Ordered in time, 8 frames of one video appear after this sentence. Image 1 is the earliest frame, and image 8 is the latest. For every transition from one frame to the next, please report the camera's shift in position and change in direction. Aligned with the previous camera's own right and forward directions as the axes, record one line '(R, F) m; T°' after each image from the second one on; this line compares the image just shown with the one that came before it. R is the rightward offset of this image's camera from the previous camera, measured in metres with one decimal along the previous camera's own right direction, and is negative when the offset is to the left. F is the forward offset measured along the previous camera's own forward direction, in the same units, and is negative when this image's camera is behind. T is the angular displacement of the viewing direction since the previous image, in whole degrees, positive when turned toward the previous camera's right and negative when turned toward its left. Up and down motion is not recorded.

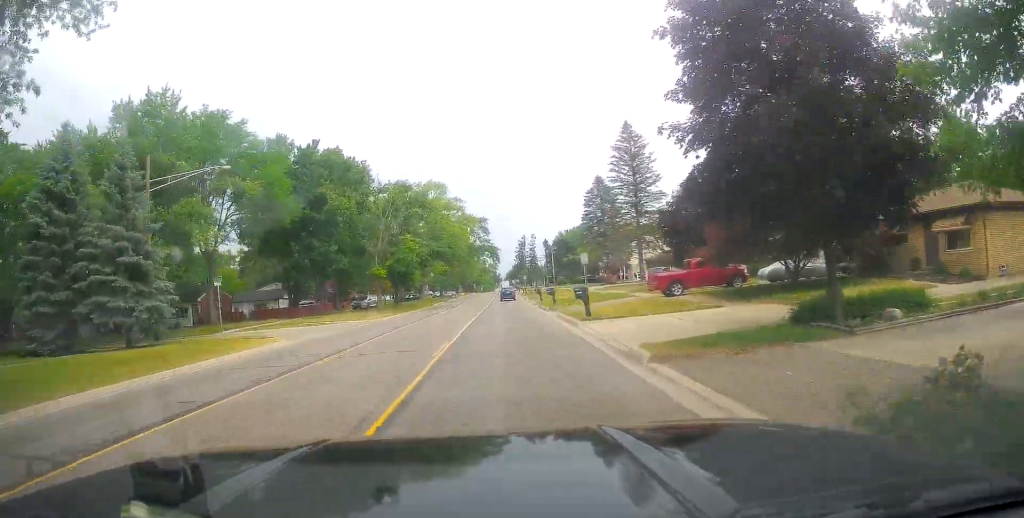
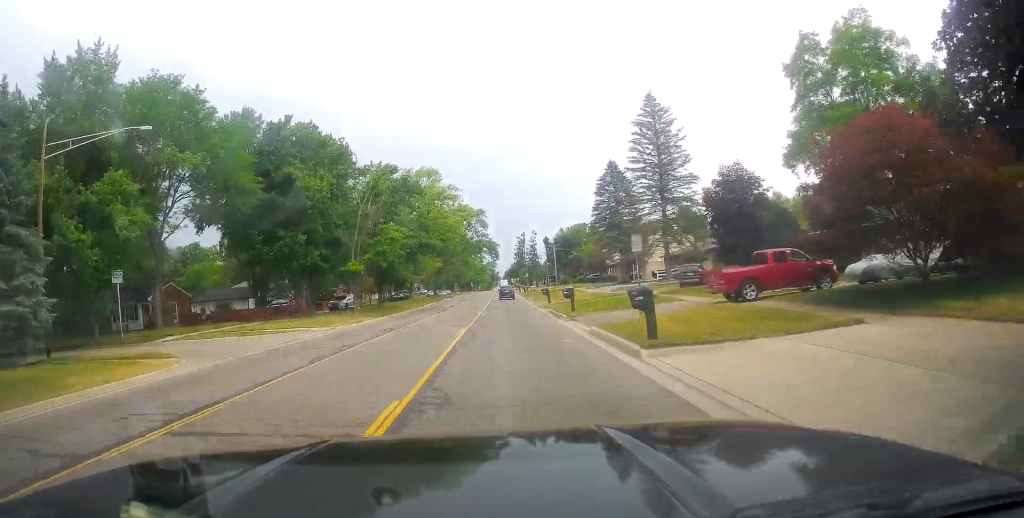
(-0.5, +9.6) m; 0°
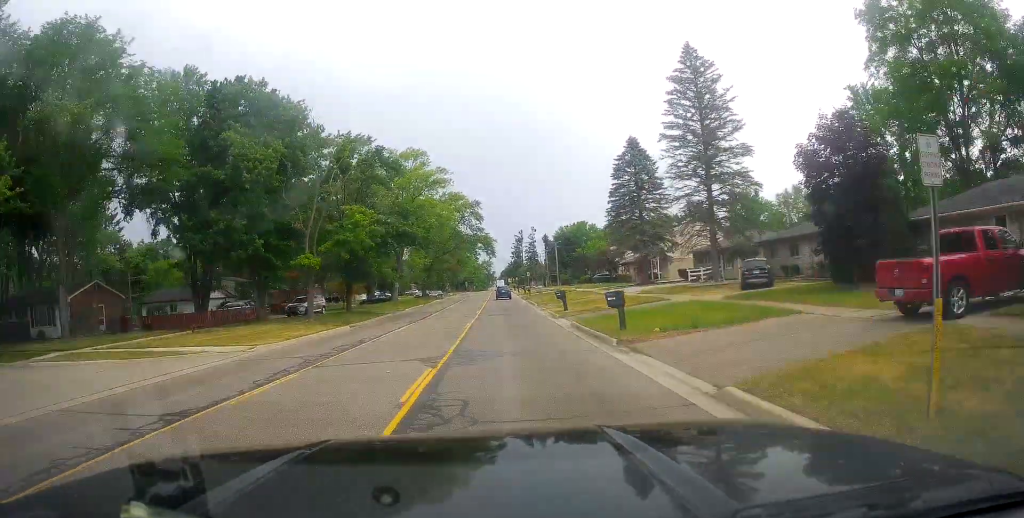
(+0.4, +11.6) m; +1°
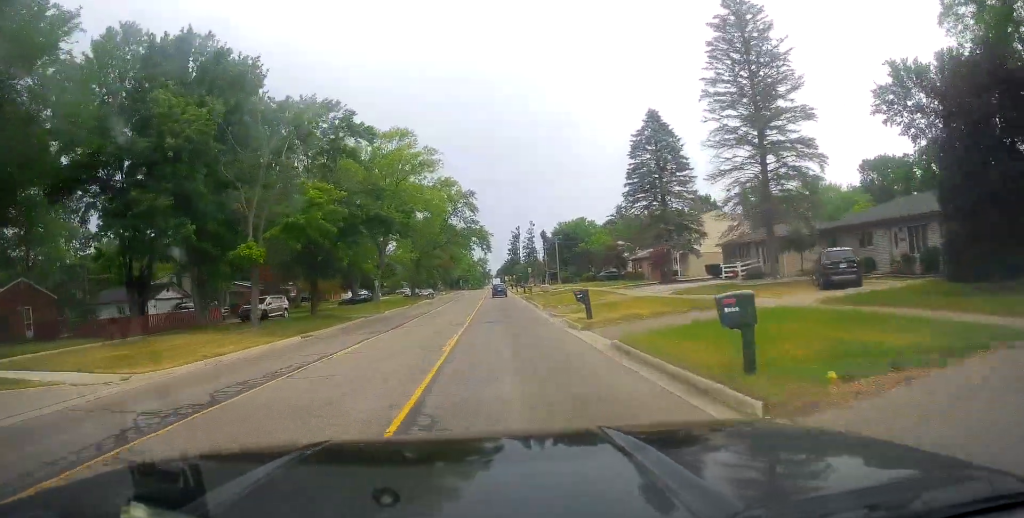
(+0.2, +8.8) m; +1°
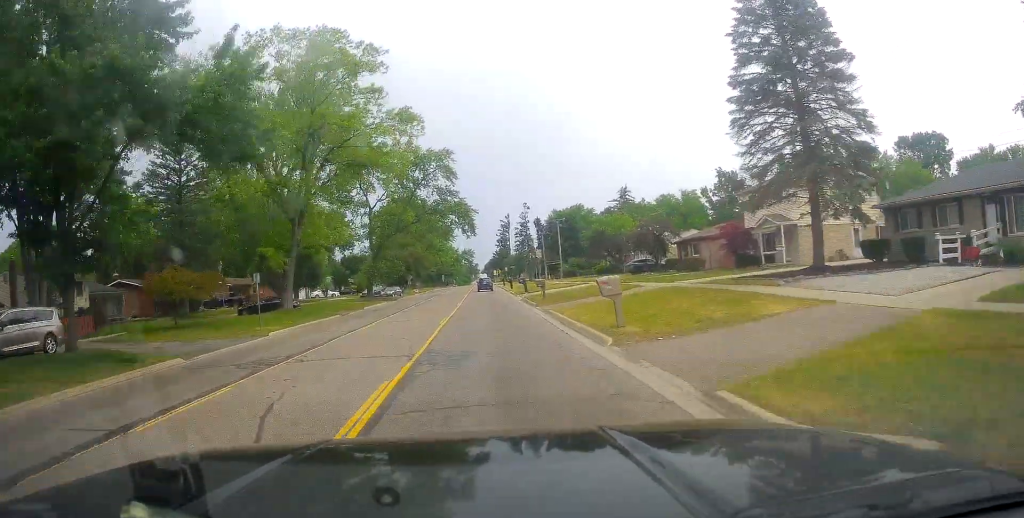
(-0.1, +24.5) m; +1°
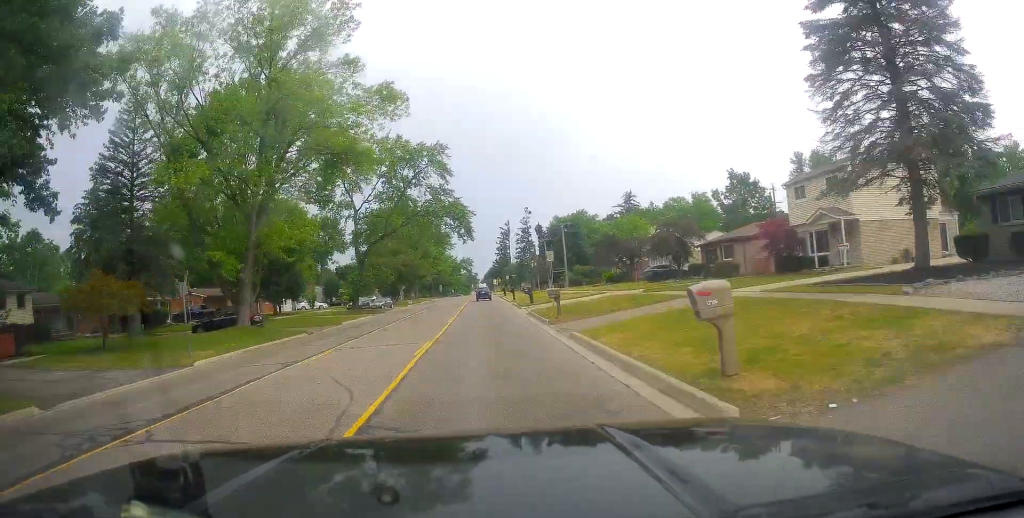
(+0.1, +7.1) m; 0°
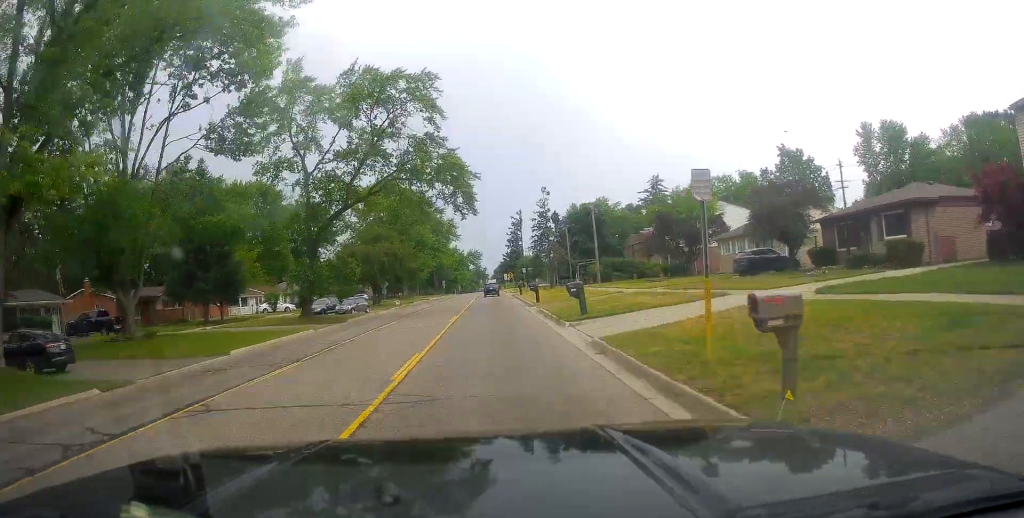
(-0.3, +18.8) m; -3°
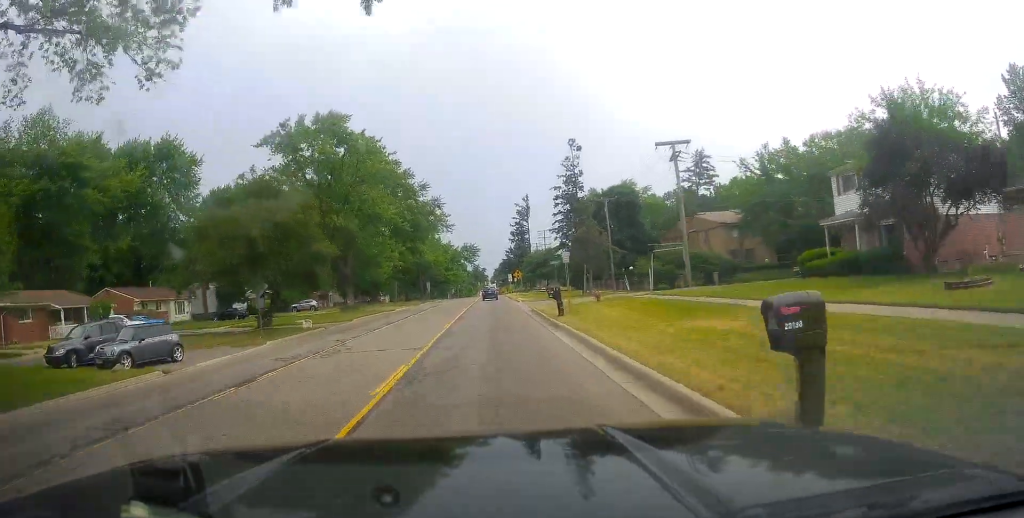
(0.0, +32.4) m; 0°
